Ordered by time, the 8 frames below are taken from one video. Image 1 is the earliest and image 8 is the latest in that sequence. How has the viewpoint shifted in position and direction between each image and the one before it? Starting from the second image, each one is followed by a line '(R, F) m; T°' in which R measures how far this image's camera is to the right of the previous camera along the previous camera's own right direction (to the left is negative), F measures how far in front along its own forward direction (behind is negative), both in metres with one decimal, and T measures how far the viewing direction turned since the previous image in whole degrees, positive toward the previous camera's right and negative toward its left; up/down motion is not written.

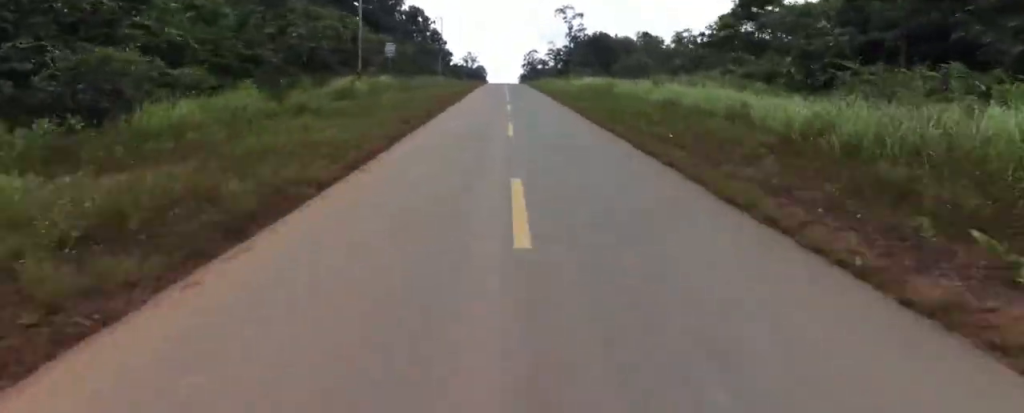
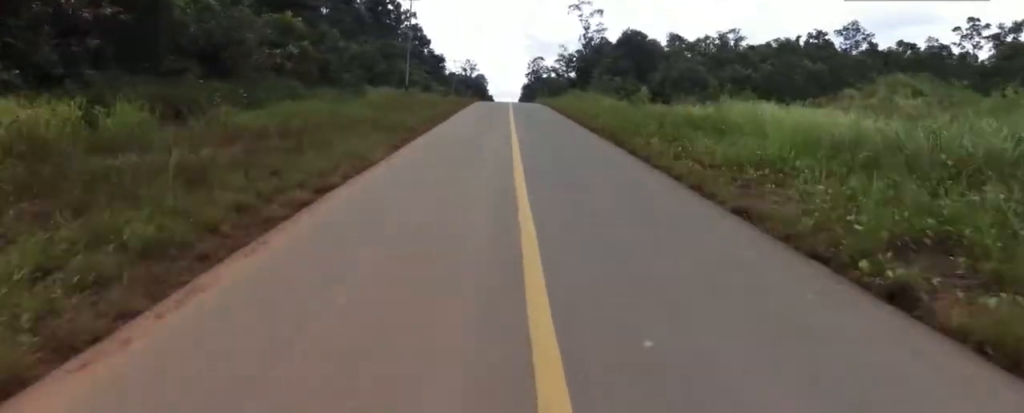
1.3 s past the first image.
(-0.8, +33.5) m; -3°
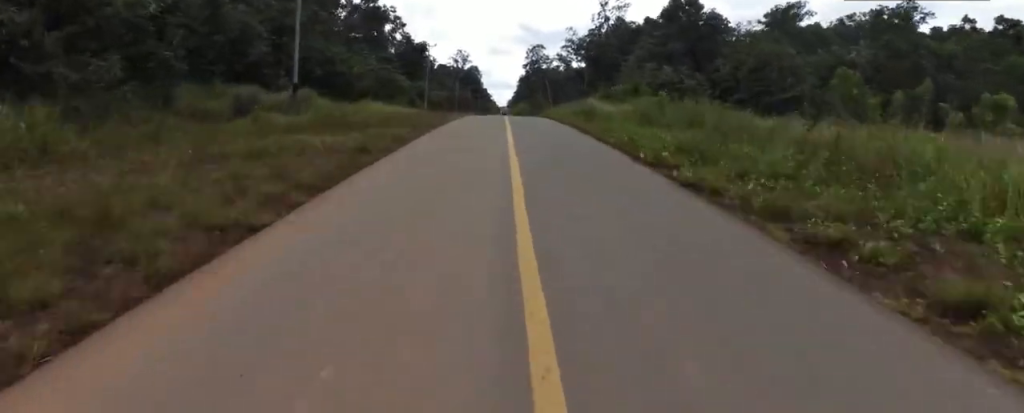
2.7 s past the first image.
(-0.1, +32.7) m; 0°
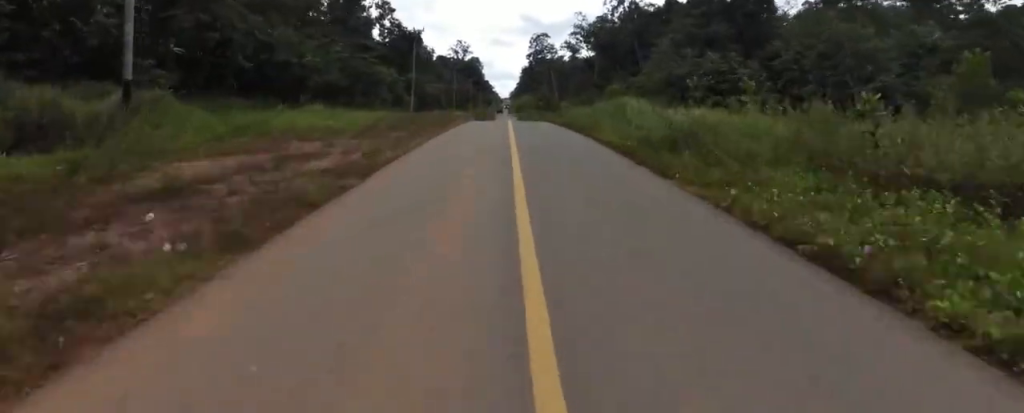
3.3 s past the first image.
(+0.1, +12.9) m; 0°
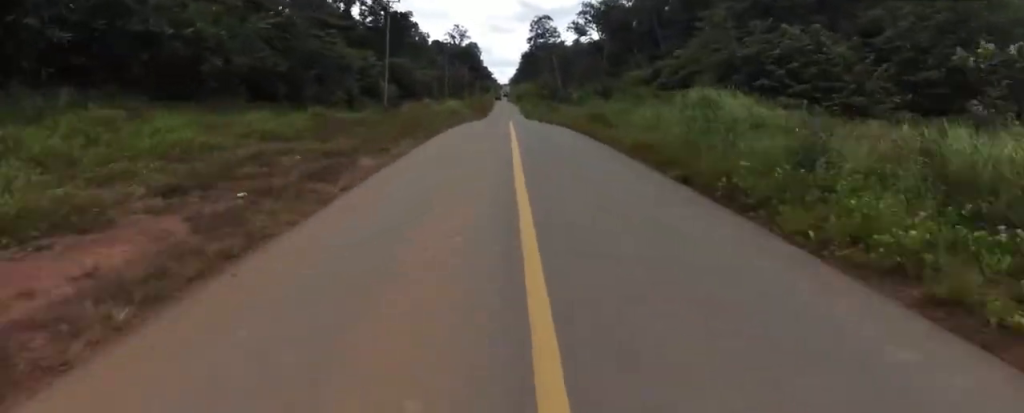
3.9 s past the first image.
(-0.7, +14.0) m; -1°
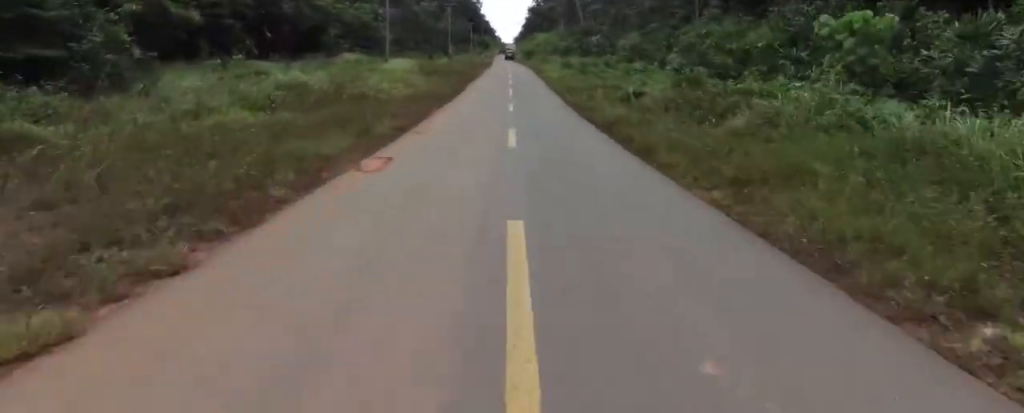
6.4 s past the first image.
(+1.9, +51.2) m; +3°
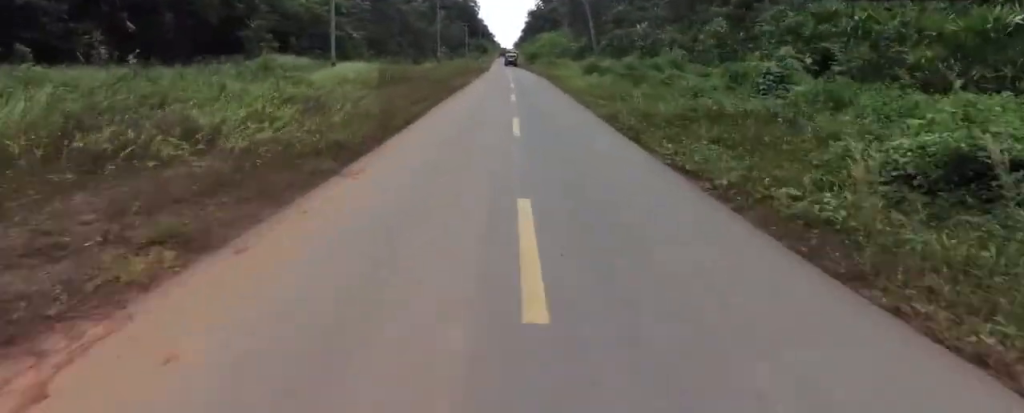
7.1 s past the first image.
(+0.5, +15.0) m; -2°
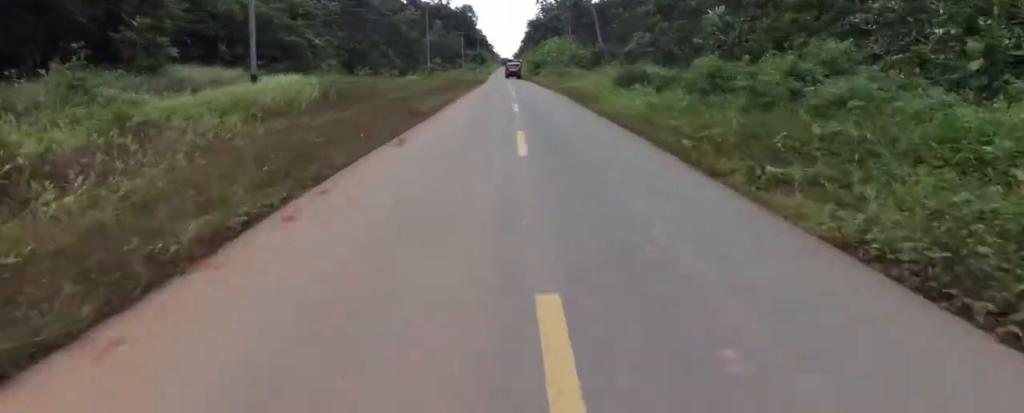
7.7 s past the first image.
(-0.7, +11.0) m; -2°
